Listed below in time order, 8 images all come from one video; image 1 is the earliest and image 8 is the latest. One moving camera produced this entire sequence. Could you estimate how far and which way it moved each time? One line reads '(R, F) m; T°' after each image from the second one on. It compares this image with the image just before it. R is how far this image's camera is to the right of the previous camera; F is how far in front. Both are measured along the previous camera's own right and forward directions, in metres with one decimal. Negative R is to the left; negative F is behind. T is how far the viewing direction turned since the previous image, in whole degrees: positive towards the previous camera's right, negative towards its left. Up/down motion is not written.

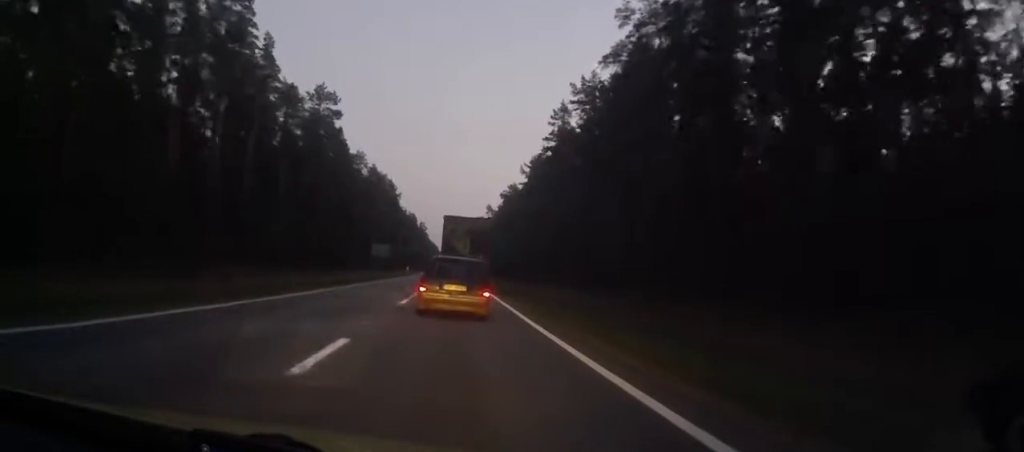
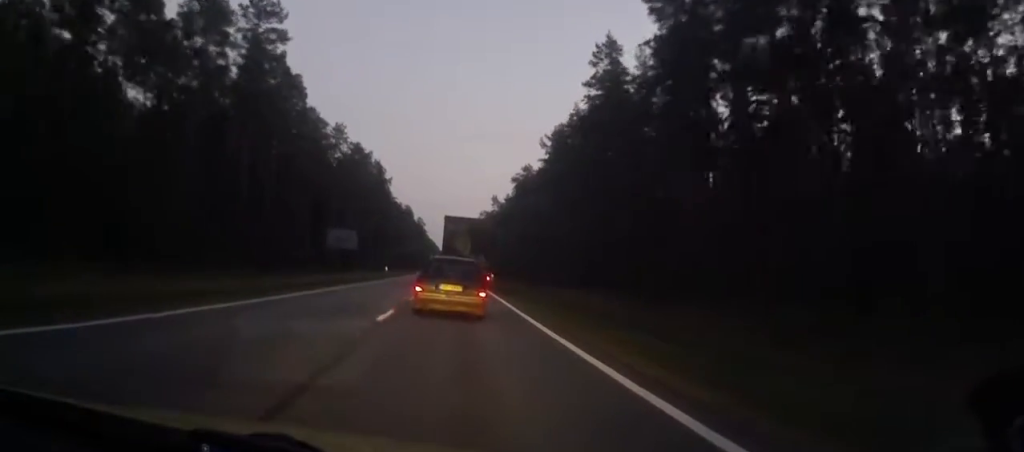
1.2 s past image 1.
(+0.3, +29.8) m; +1°
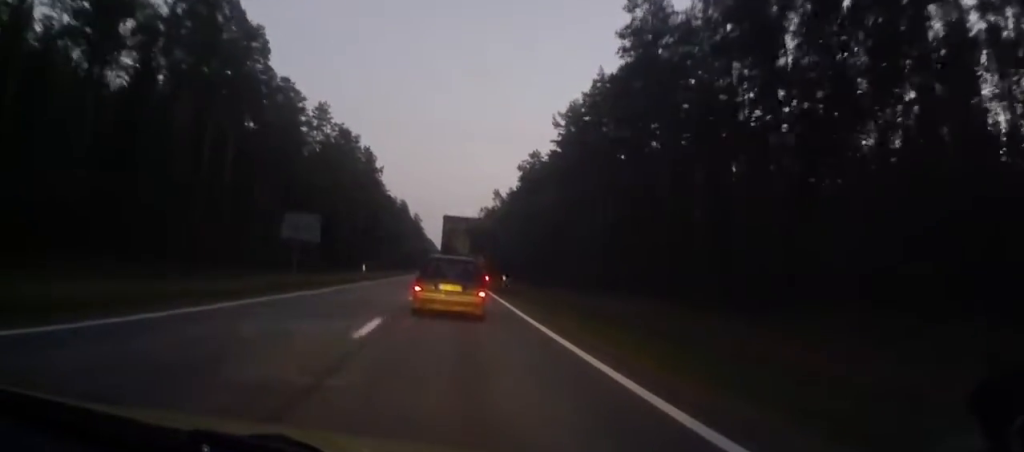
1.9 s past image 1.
(0.0, +15.1) m; 0°
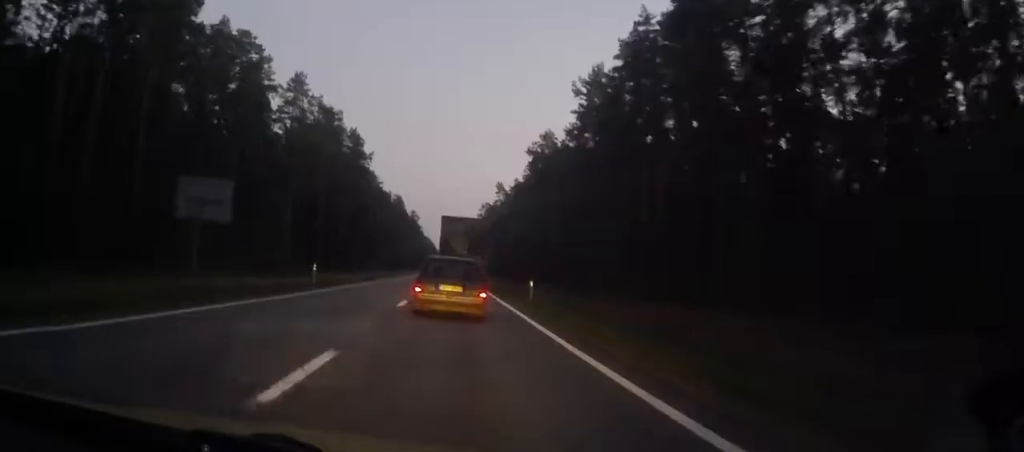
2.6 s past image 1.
(0.0, +16.7) m; 0°
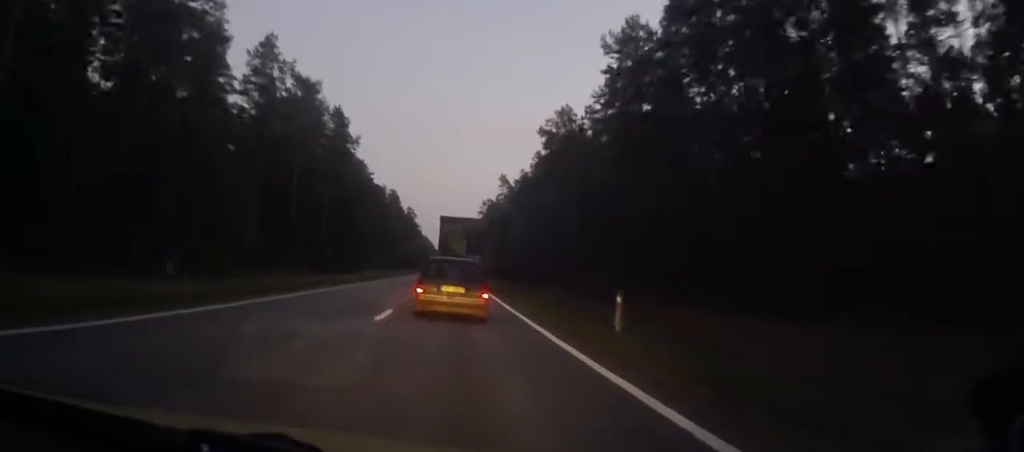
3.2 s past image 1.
(-0.2, +15.8) m; 0°
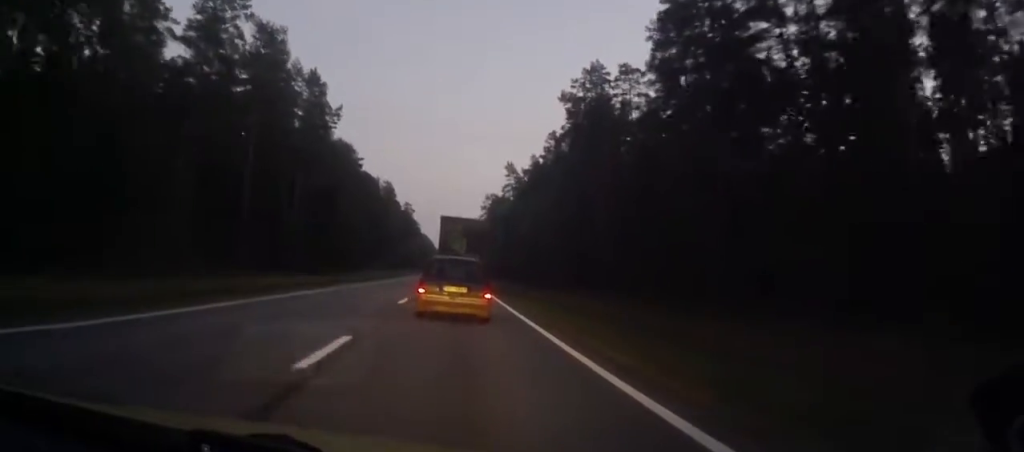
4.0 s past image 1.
(0.0, +18.2) m; 0°
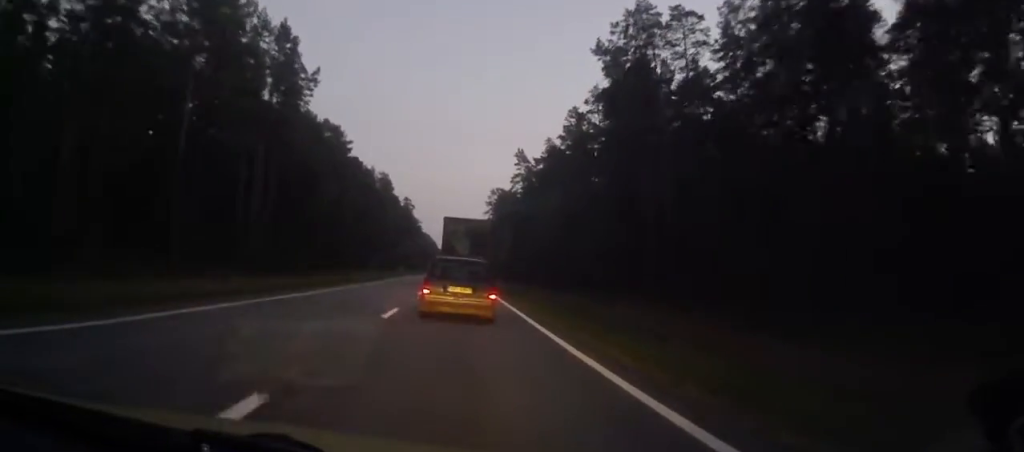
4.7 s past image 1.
(0.0, +16.7) m; 0°
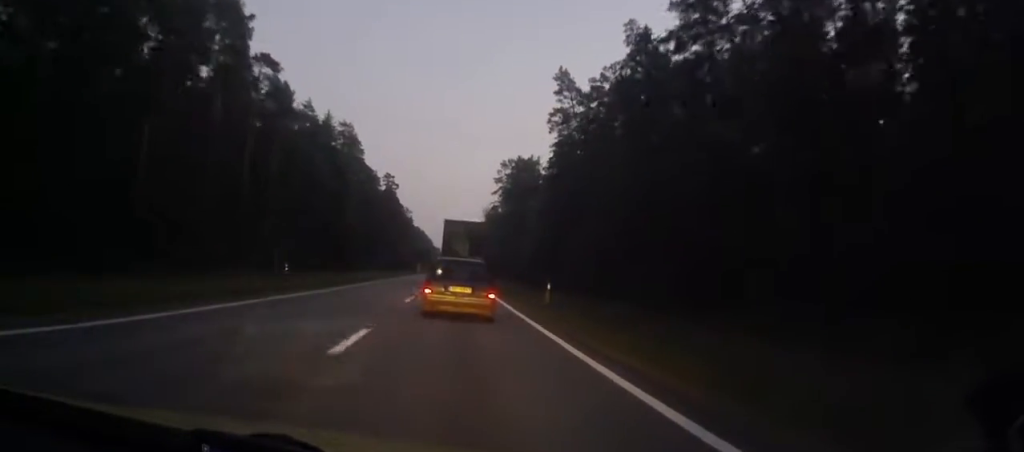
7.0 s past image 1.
(-0.1, +55.1) m; 0°
